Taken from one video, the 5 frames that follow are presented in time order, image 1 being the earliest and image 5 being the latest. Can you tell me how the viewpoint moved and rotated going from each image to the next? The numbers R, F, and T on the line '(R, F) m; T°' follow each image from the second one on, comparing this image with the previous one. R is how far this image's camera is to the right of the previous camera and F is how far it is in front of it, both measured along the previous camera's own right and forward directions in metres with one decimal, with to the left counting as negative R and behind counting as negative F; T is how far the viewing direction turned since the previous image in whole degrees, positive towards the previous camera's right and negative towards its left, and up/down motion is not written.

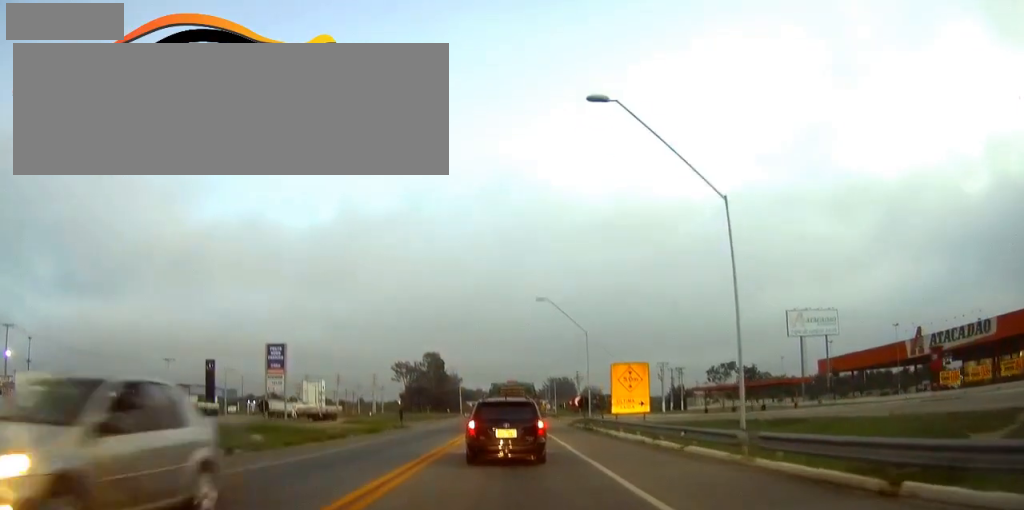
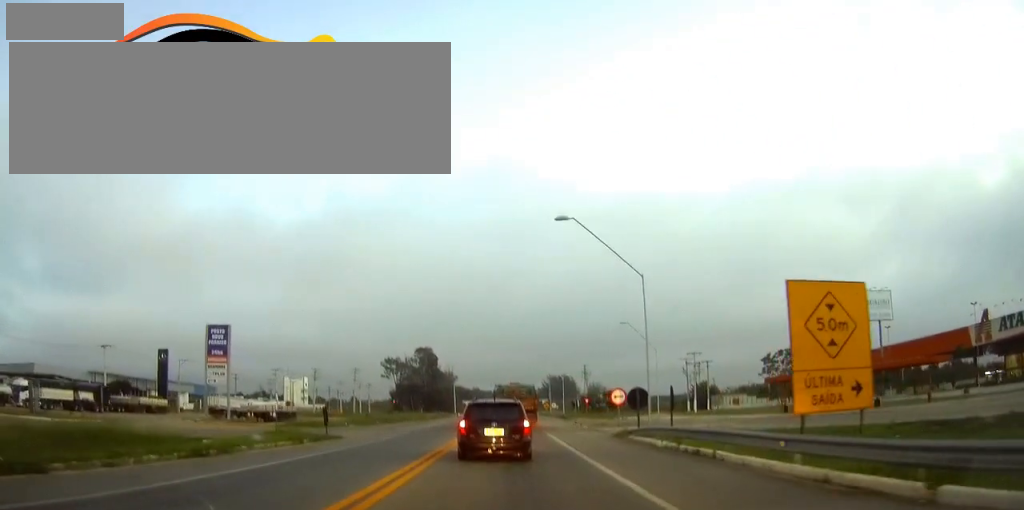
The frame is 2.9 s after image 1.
(0.0, +22.9) m; +1°
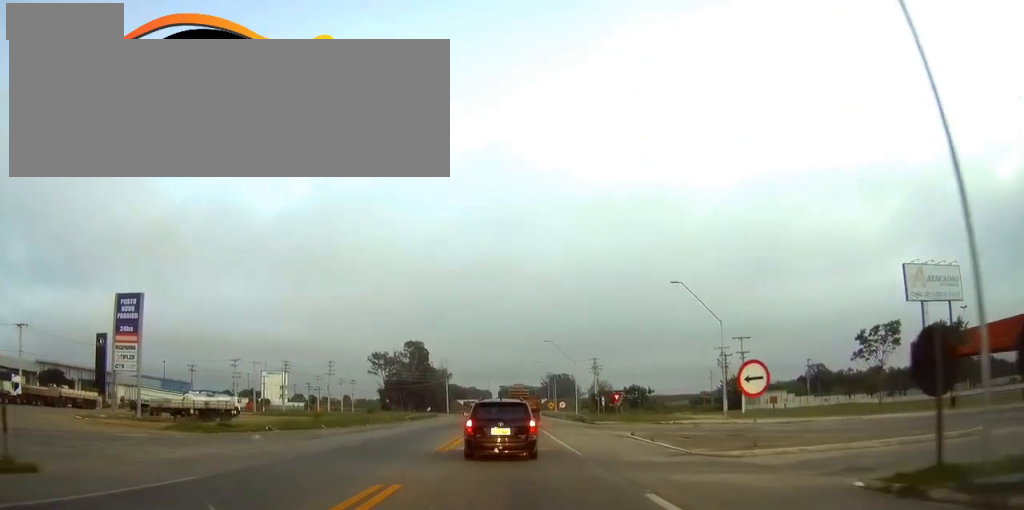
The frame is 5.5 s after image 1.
(+0.2, +23.2) m; +1°
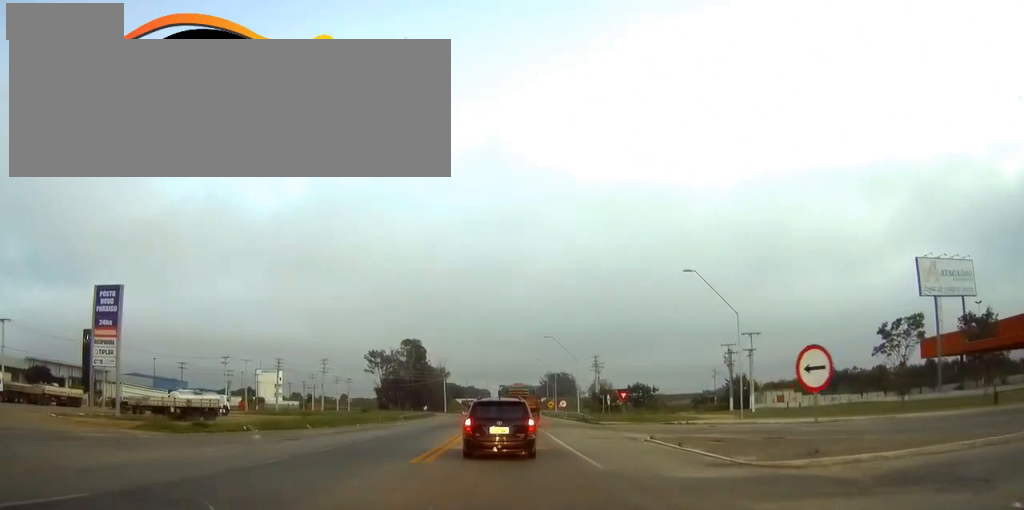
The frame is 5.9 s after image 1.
(0.0, +4.0) m; 0°
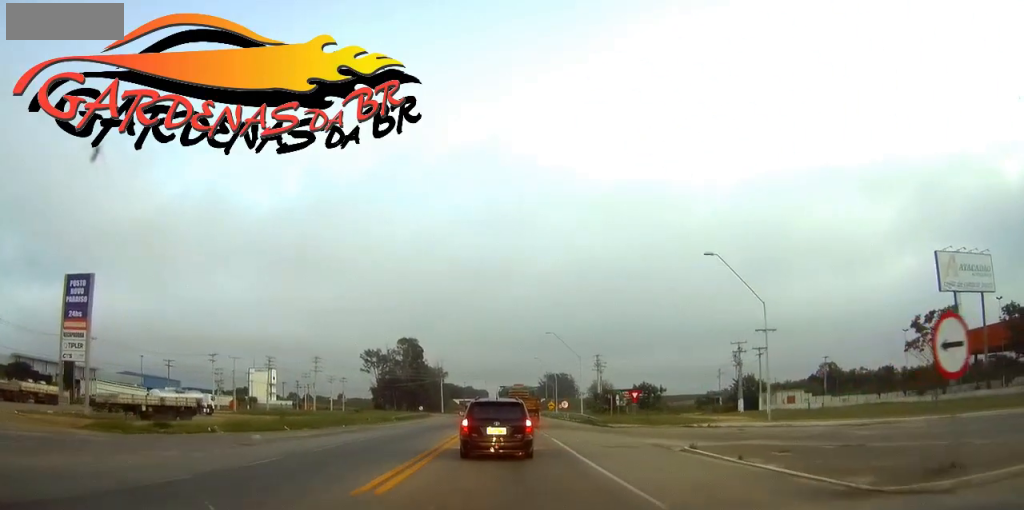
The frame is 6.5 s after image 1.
(0.0, +5.3) m; 0°
